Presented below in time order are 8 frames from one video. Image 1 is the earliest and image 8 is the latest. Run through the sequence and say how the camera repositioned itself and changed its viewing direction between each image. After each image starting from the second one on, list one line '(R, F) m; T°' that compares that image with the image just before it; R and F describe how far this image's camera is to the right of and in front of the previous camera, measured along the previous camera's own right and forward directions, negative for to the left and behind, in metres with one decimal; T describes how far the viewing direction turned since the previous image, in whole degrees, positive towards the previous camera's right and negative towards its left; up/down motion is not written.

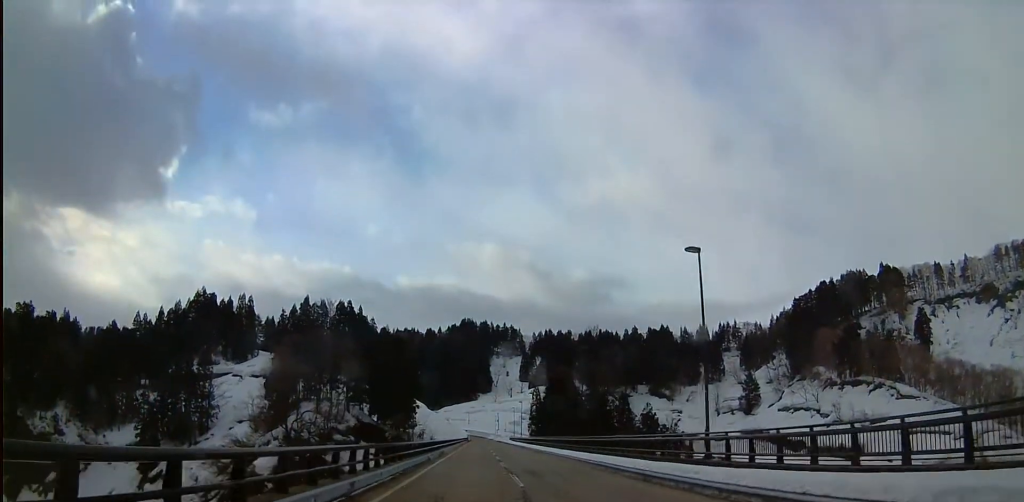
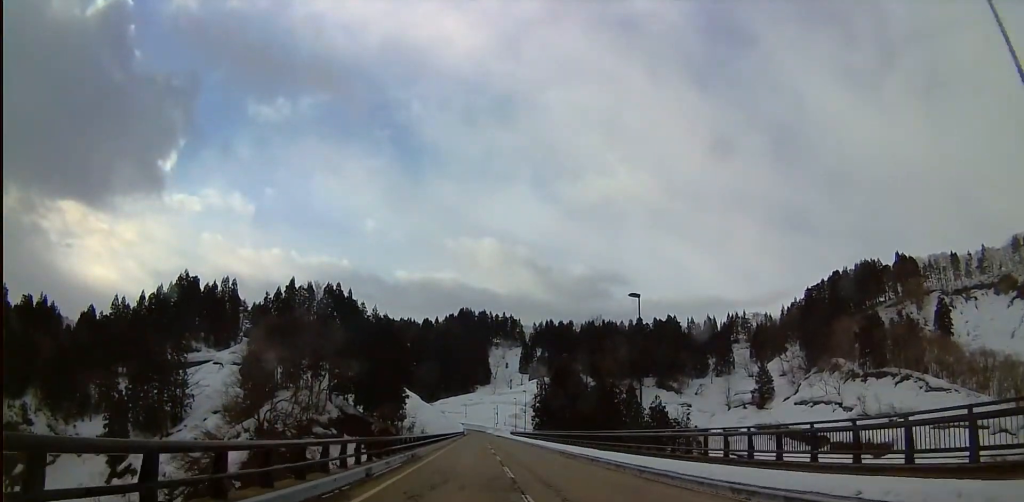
(0.0, +21.4) m; 0°
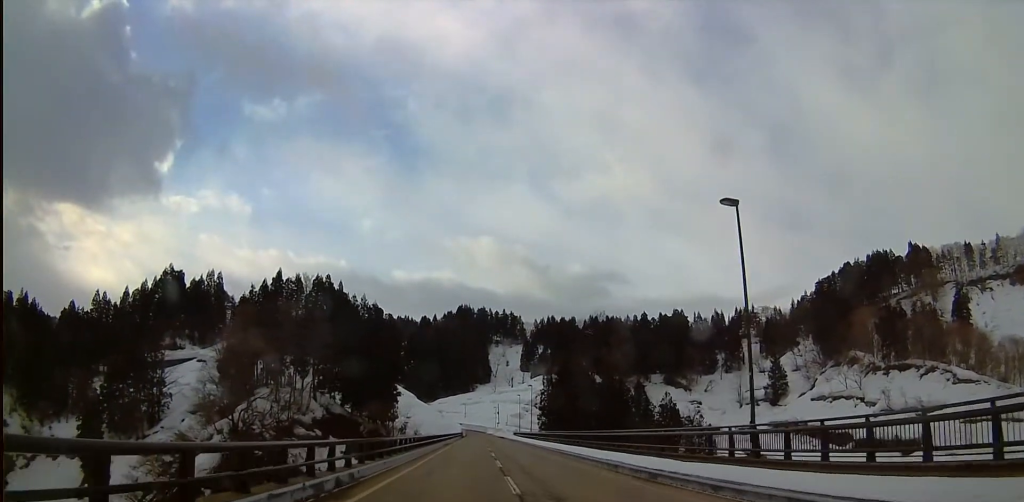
(0.0, +16.6) m; -1°
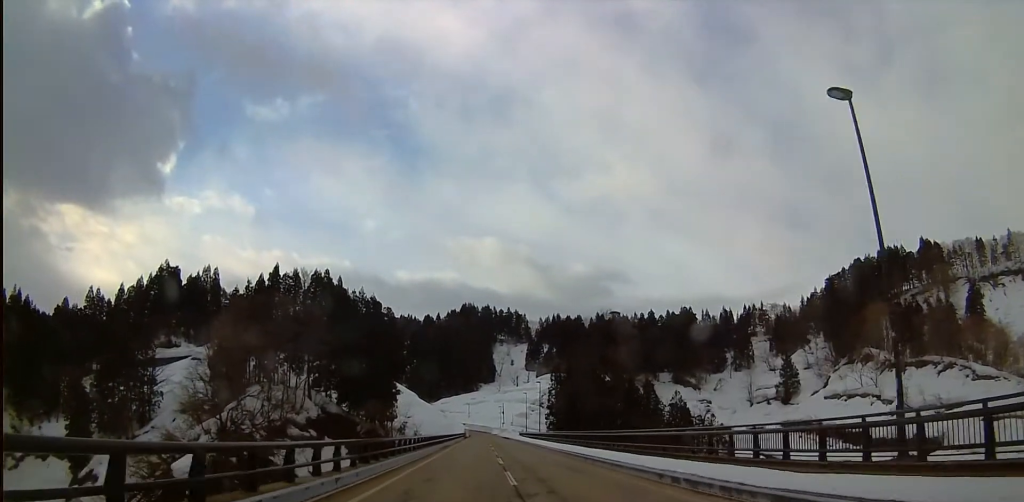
(+0.1, +8.5) m; -1°
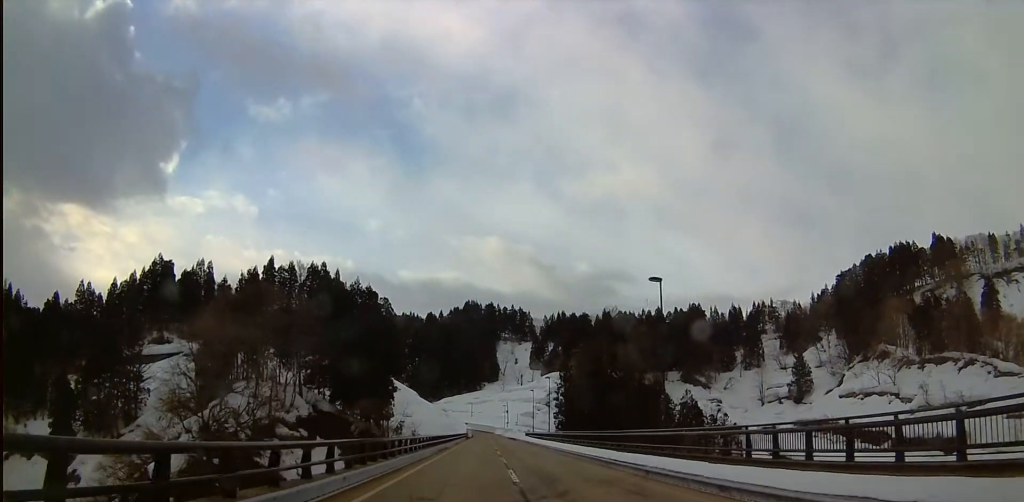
(-0.1, +9.7) m; -1°
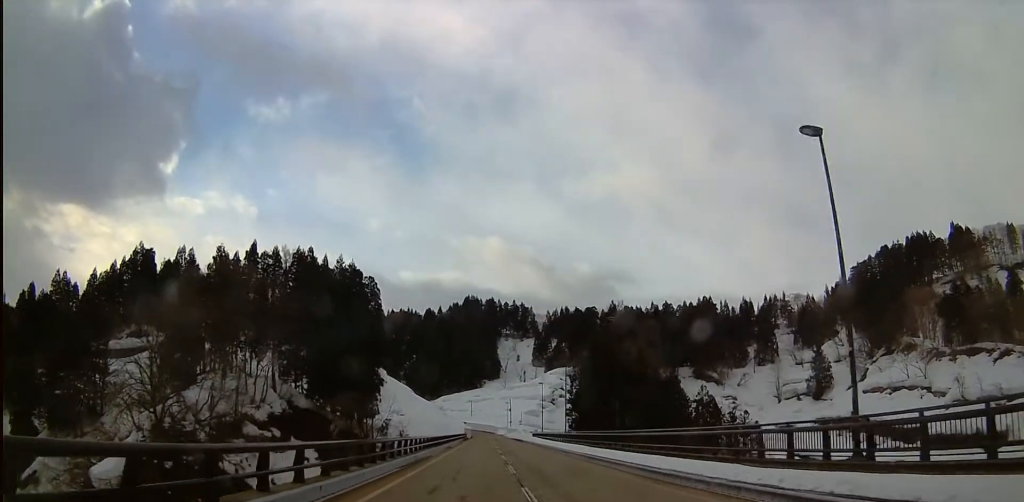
(-0.7, +17.3) m; -3°
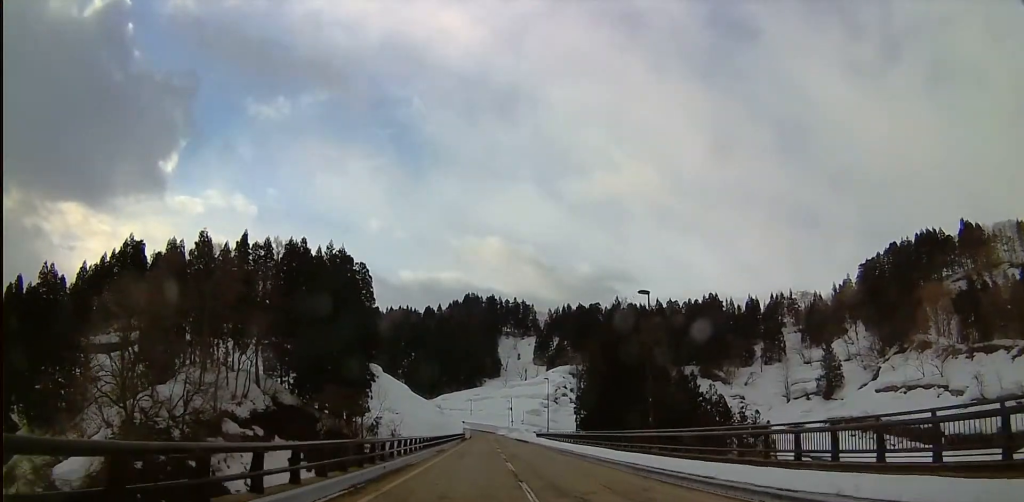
(0.0, +8.4) m; 0°
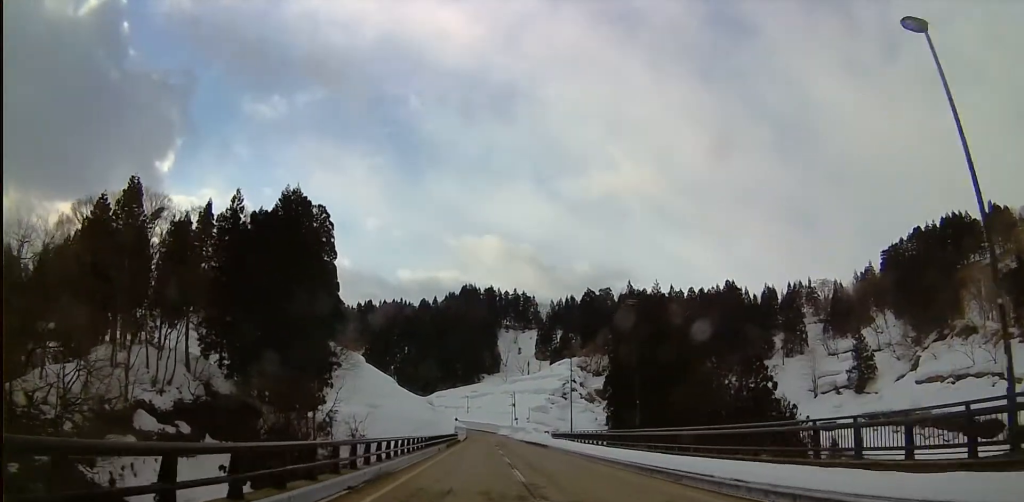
(-0.1, +25.1) m; 0°
